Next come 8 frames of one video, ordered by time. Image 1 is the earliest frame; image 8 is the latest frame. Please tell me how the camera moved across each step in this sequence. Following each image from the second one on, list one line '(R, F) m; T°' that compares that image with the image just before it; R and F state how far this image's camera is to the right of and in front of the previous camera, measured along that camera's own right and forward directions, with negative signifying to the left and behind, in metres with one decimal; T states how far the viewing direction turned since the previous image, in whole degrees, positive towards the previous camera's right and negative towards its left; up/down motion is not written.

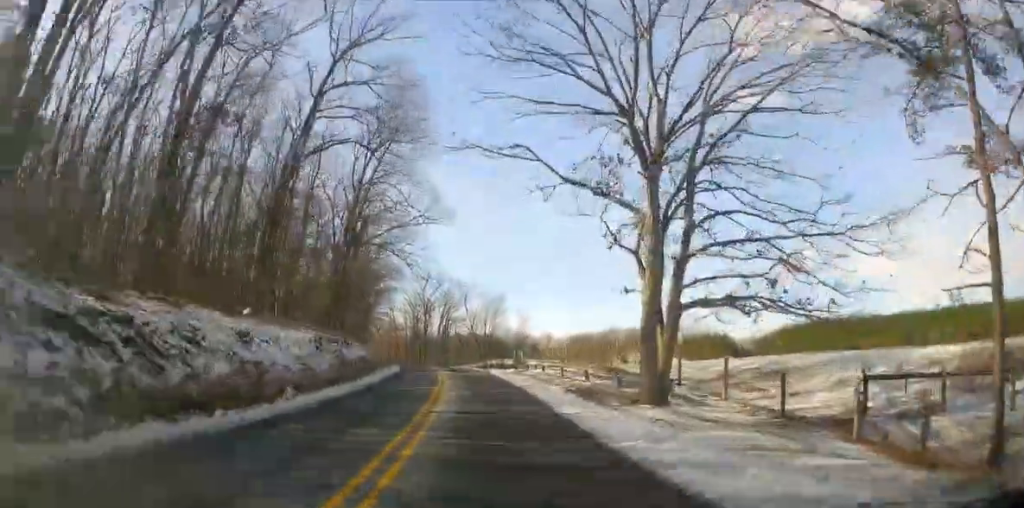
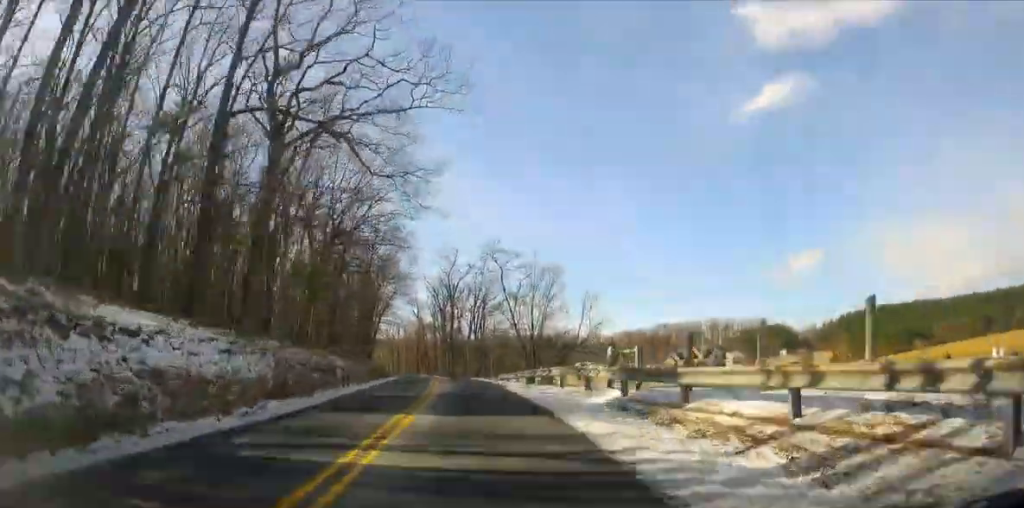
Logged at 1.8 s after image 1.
(-1.3, +25.6) m; -7°
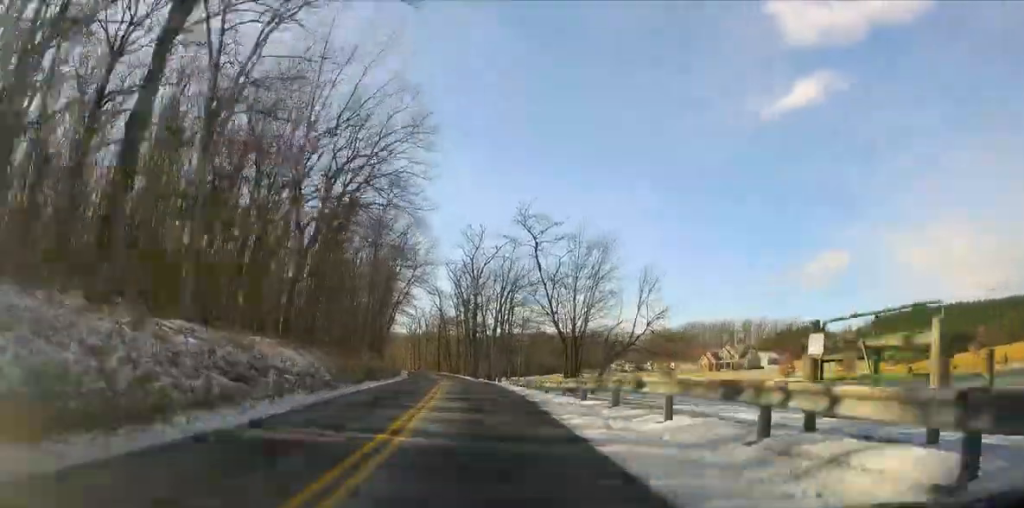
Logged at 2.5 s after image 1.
(-0.4, +11.4) m; -4°
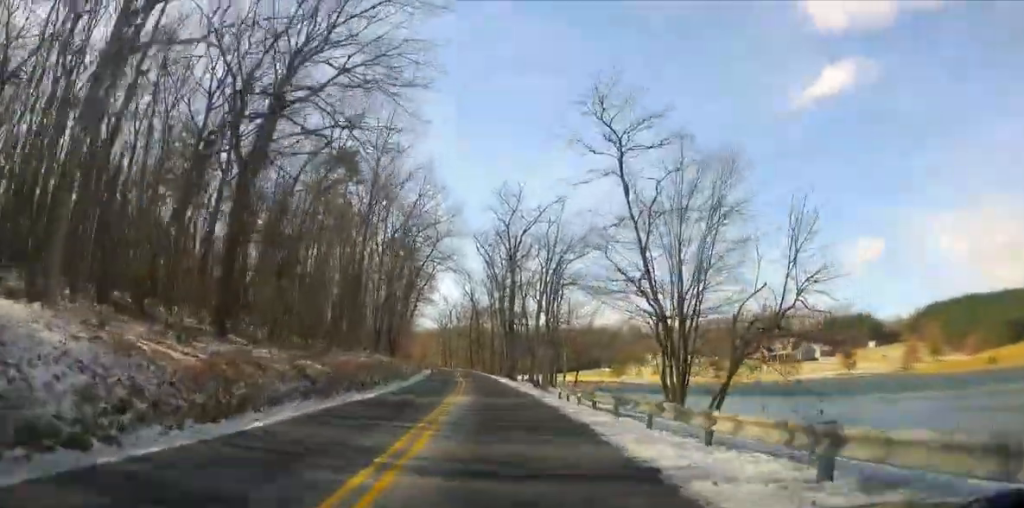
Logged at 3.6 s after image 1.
(-0.8, +16.7) m; -4°
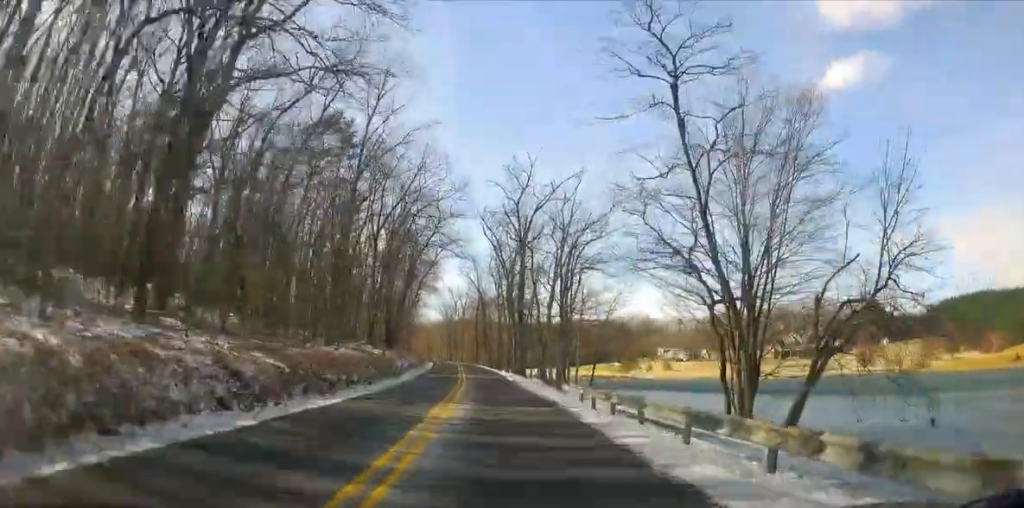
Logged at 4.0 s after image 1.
(-0.1, +6.2) m; -1°
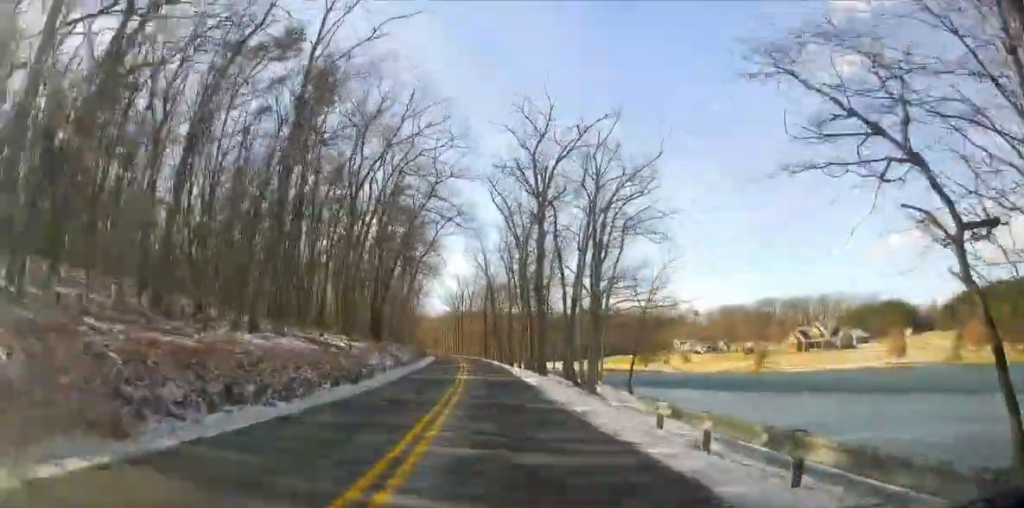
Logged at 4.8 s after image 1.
(0.0, +11.9) m; 0°
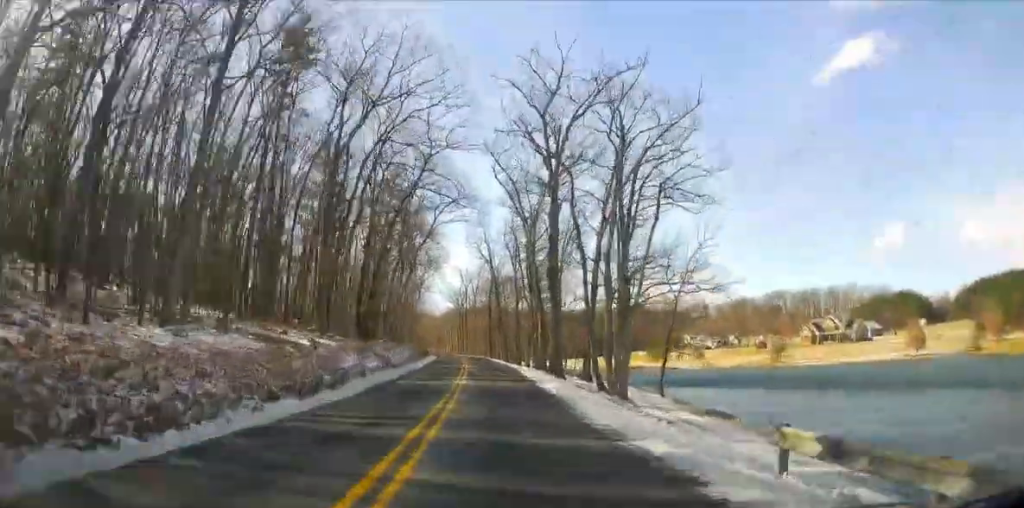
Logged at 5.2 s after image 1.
(0.0, +6.7) m; 0°
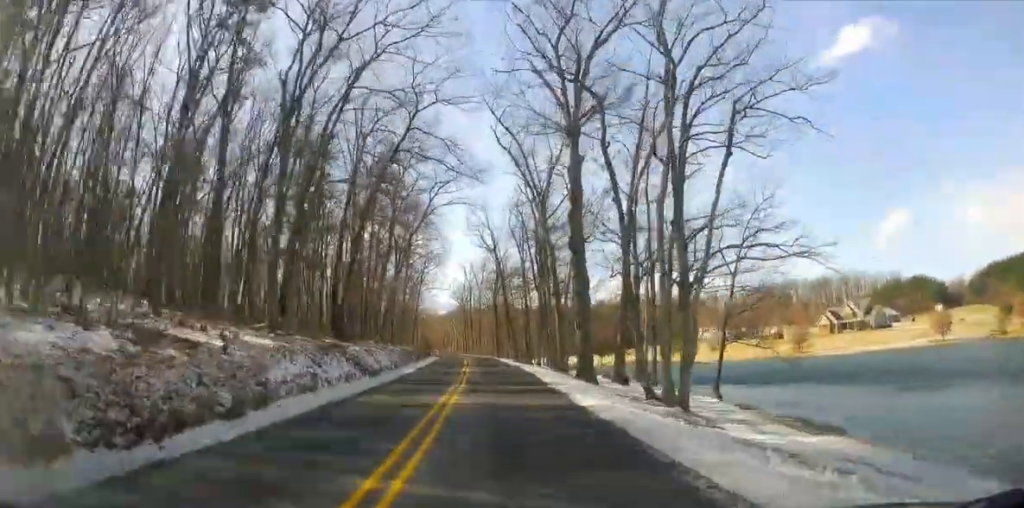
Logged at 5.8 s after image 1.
(+0.1, +8.3) m; -1°
